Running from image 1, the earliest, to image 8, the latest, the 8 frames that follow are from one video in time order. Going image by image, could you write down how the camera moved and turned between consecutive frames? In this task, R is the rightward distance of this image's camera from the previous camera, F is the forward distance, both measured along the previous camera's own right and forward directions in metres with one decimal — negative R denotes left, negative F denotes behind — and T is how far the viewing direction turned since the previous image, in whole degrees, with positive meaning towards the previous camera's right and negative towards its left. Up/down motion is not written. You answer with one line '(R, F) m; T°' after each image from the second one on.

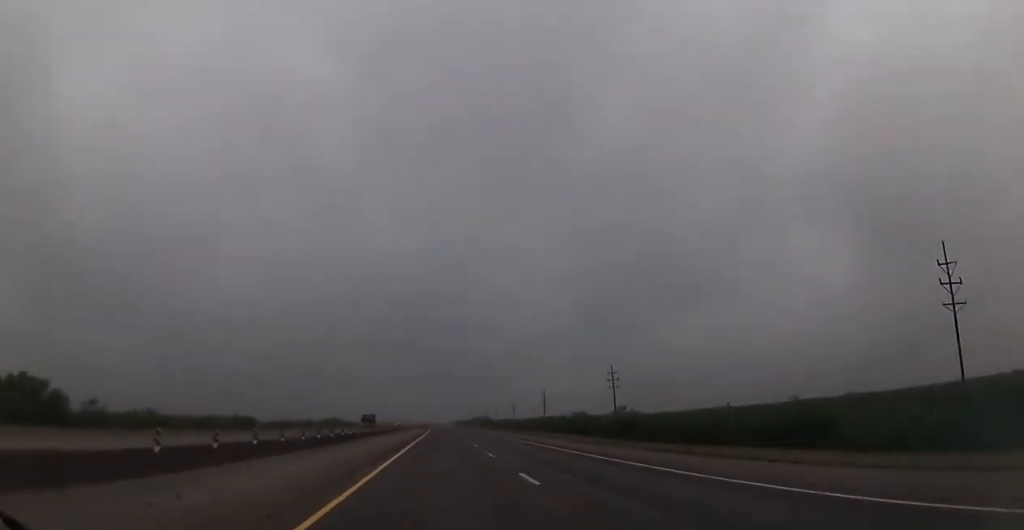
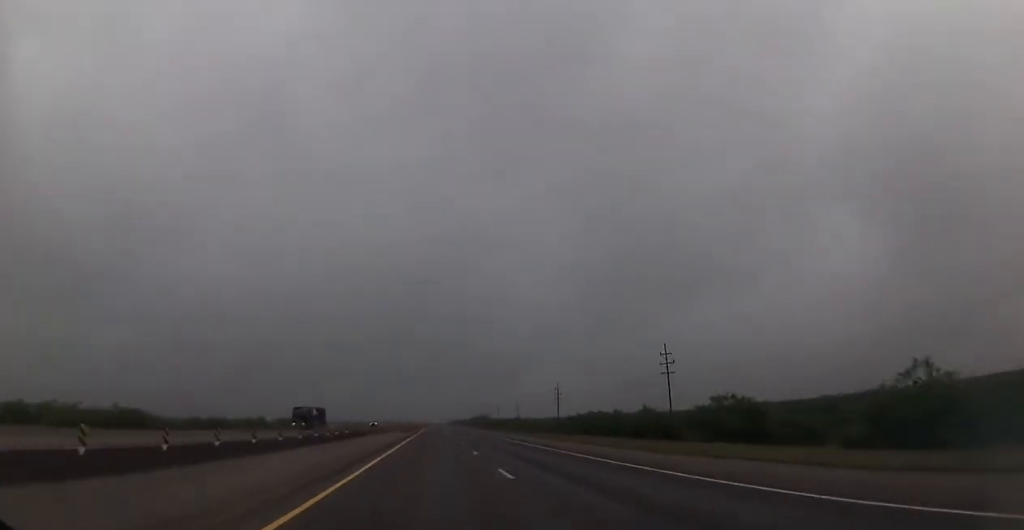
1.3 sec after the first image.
(+0.6, +47.2) m; +1°
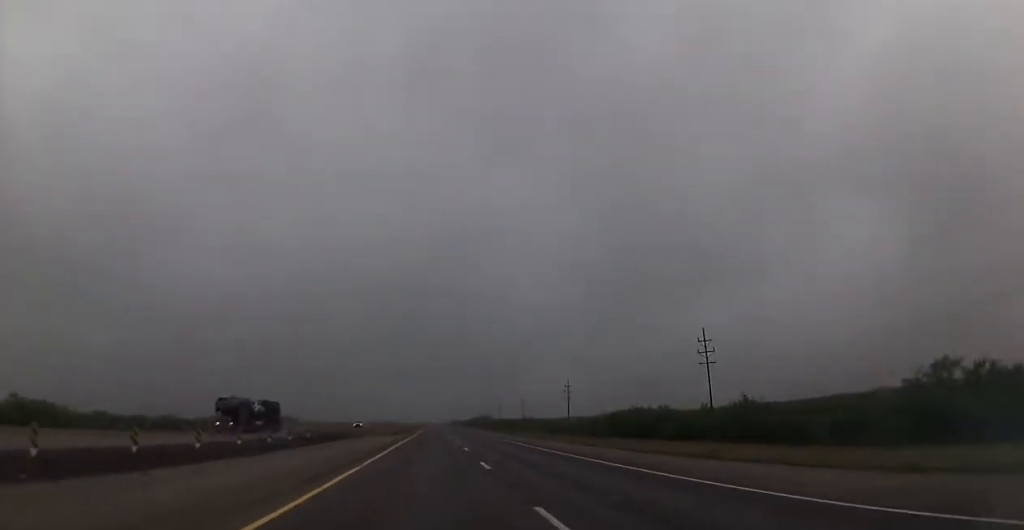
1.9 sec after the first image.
(-0.2, +20.4) m; 0°
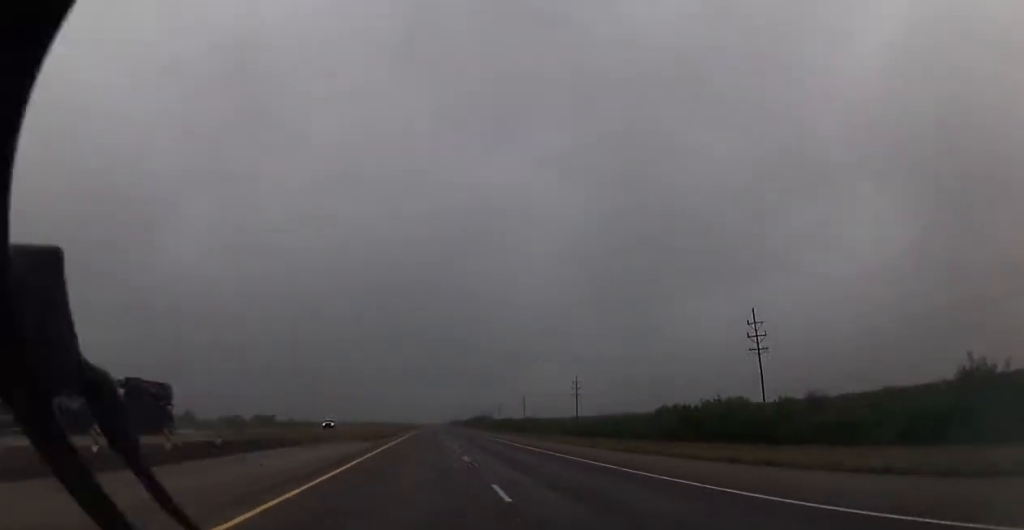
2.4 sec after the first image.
(-0.1, +20.4) m; 0°
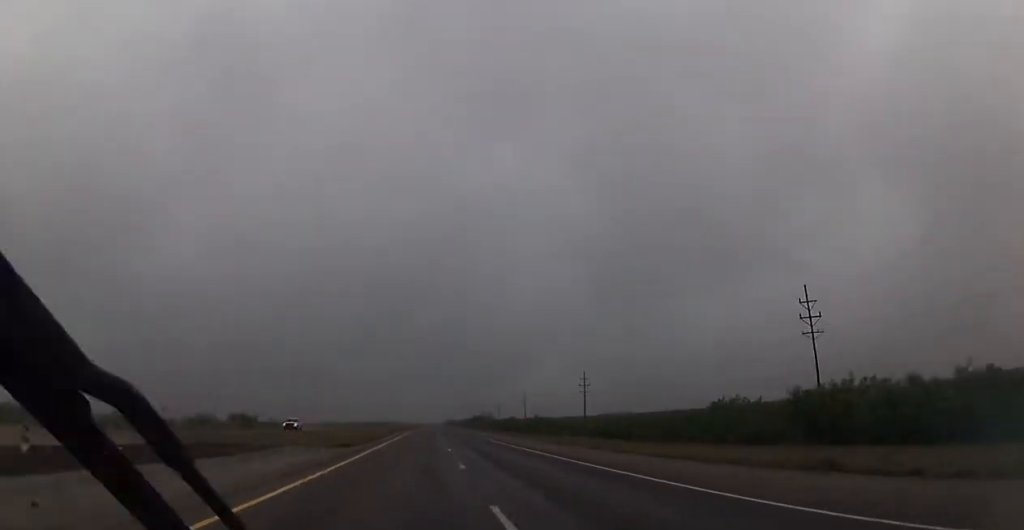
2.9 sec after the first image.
(+0.1, +15.5) m; +1°
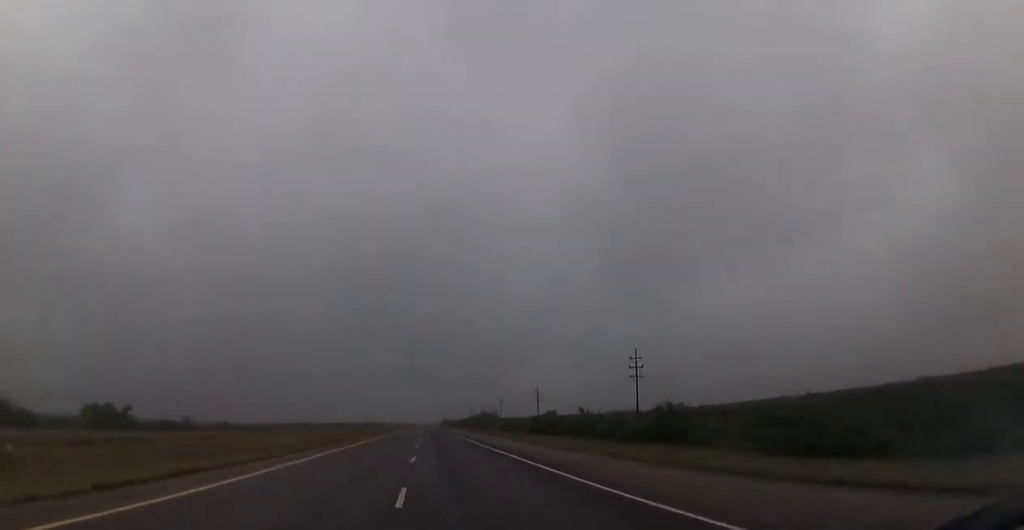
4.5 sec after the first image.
(+0.5, +57.3) m; 0°
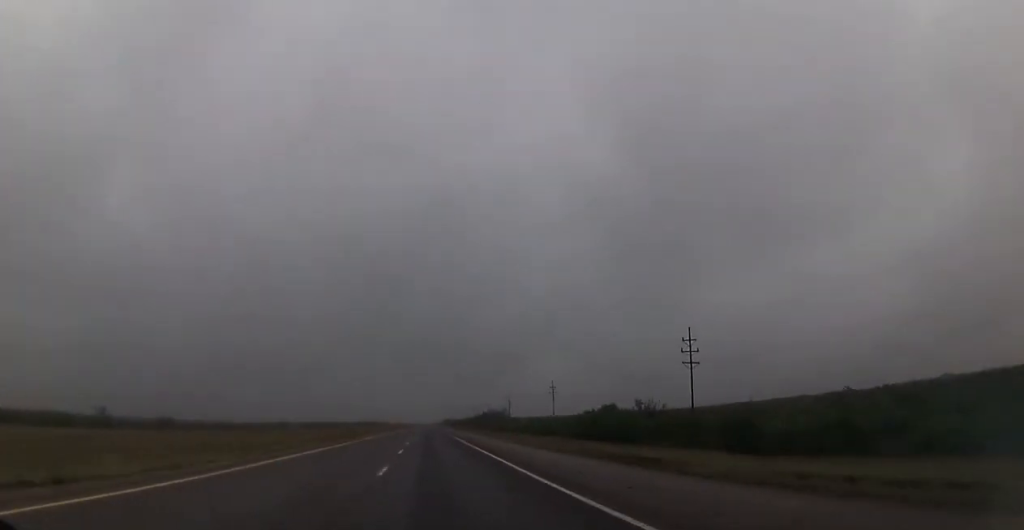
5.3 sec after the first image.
(-0.4, +29.9) m; 0°
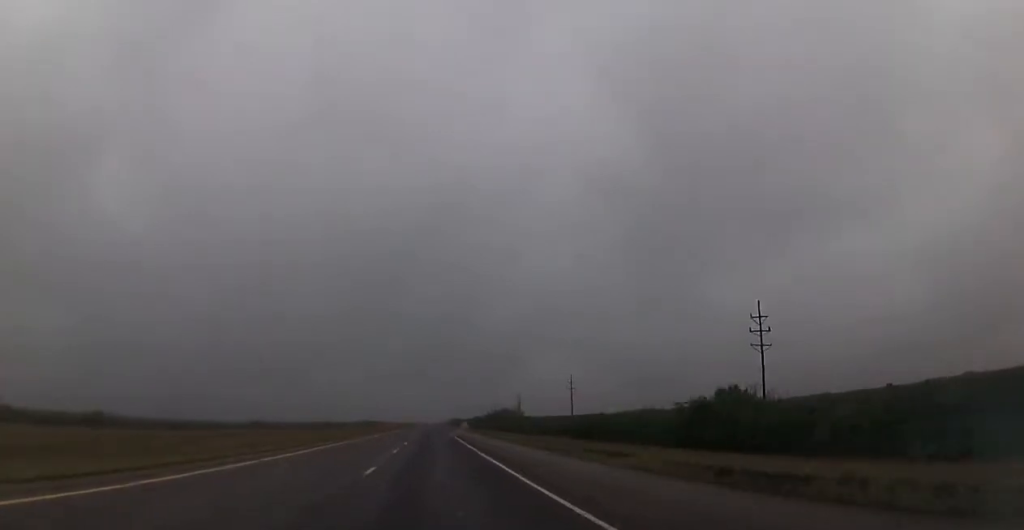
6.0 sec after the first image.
(+0.5, +24.0) m; 0°
